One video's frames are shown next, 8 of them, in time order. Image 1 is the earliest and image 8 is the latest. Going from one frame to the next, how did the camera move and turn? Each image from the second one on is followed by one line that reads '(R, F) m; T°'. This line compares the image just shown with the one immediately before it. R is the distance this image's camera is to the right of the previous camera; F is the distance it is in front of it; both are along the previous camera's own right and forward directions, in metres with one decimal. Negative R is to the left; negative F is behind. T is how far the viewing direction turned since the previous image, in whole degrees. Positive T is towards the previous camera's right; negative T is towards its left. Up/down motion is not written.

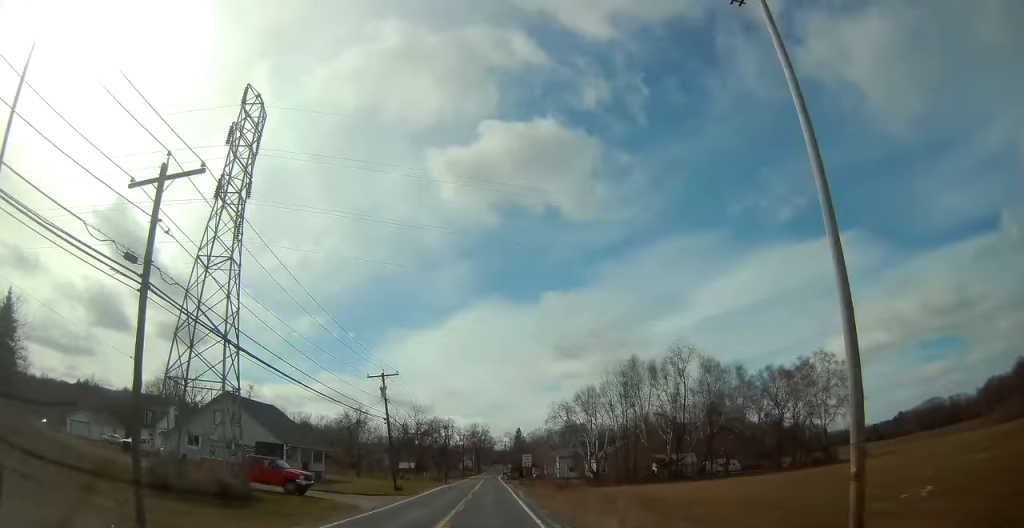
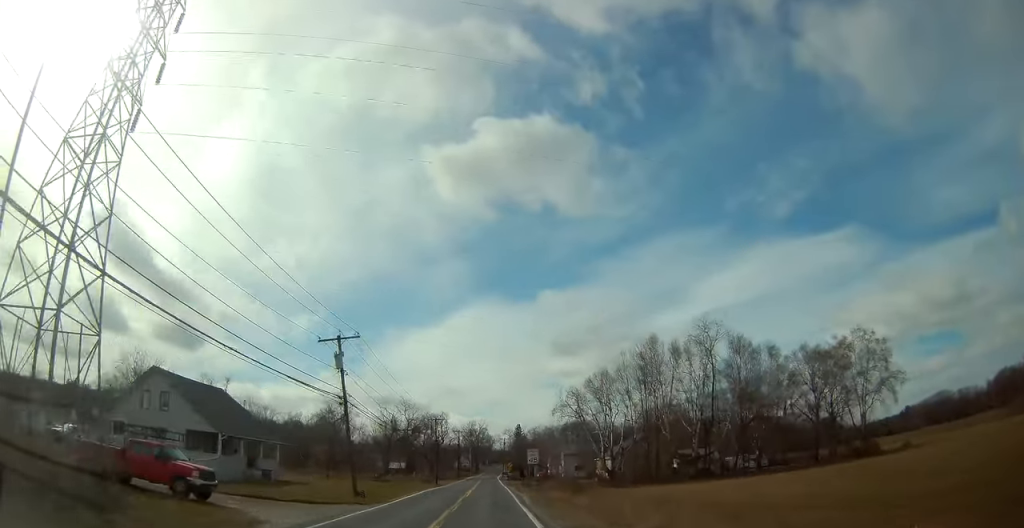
(0.0, +12.1) m; 0°
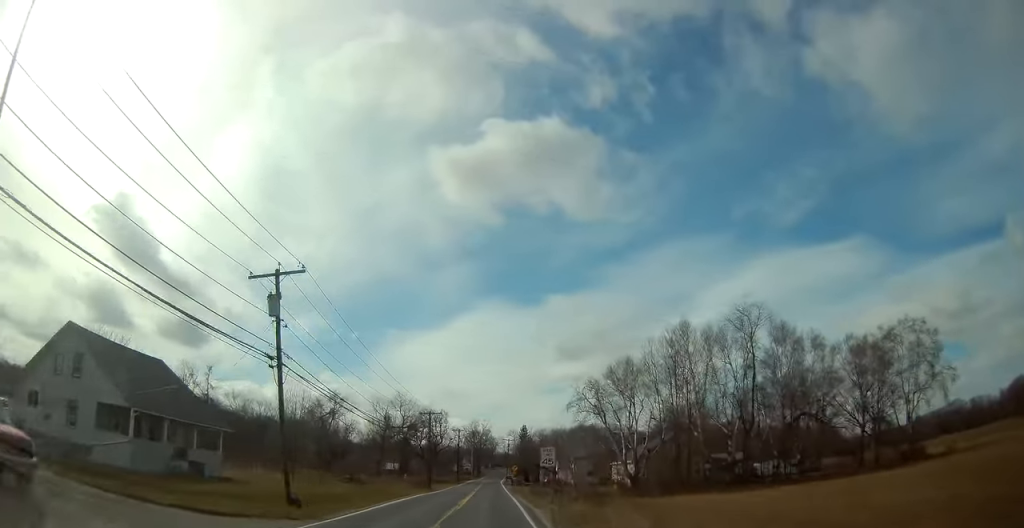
(+0.2, +10.8) m; +1°
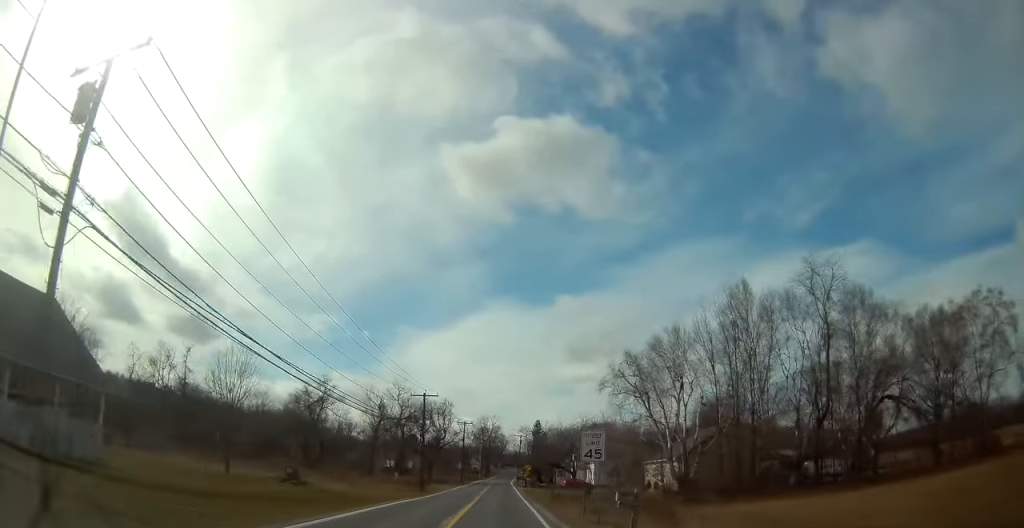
(0.0, +13.4) m; 0°
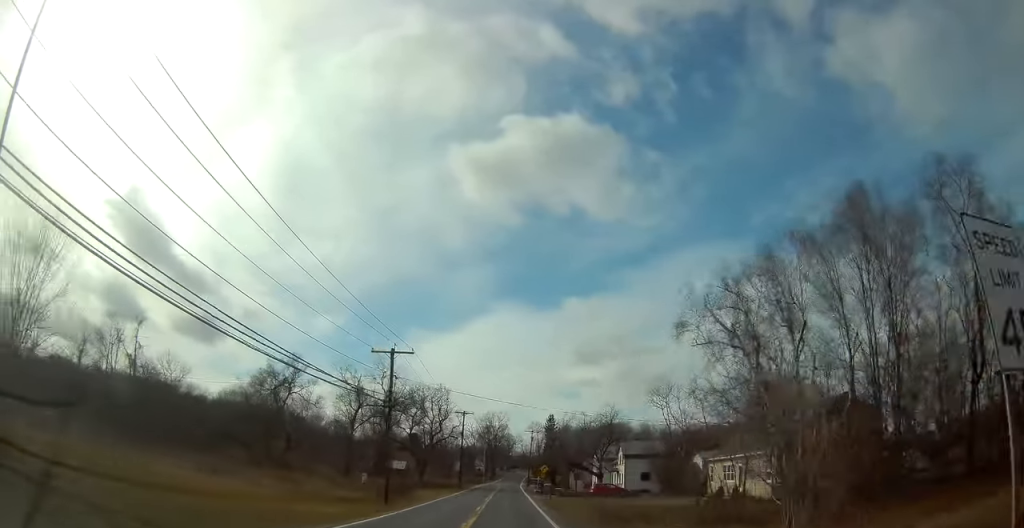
(0.0, +18.6) m; -1°
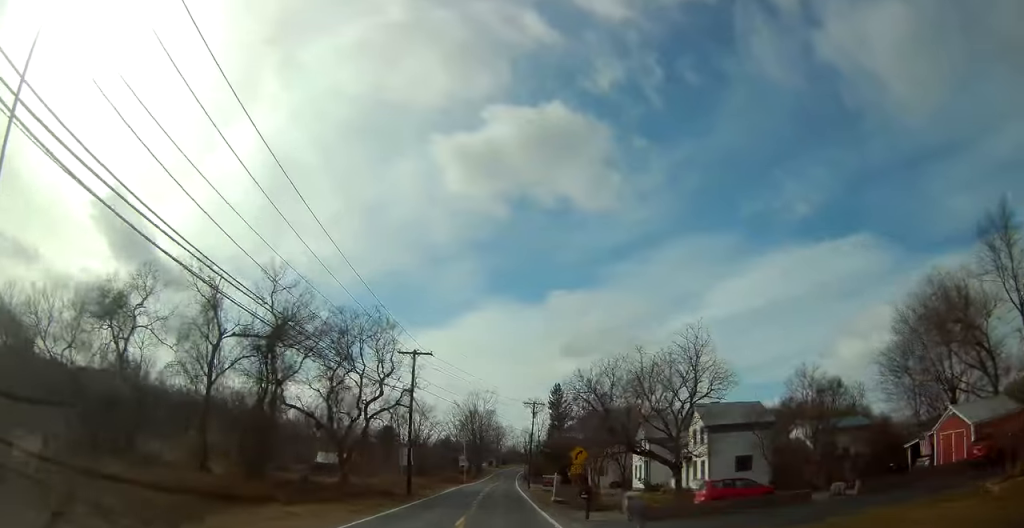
(-0.5, +35.2) m; 0°
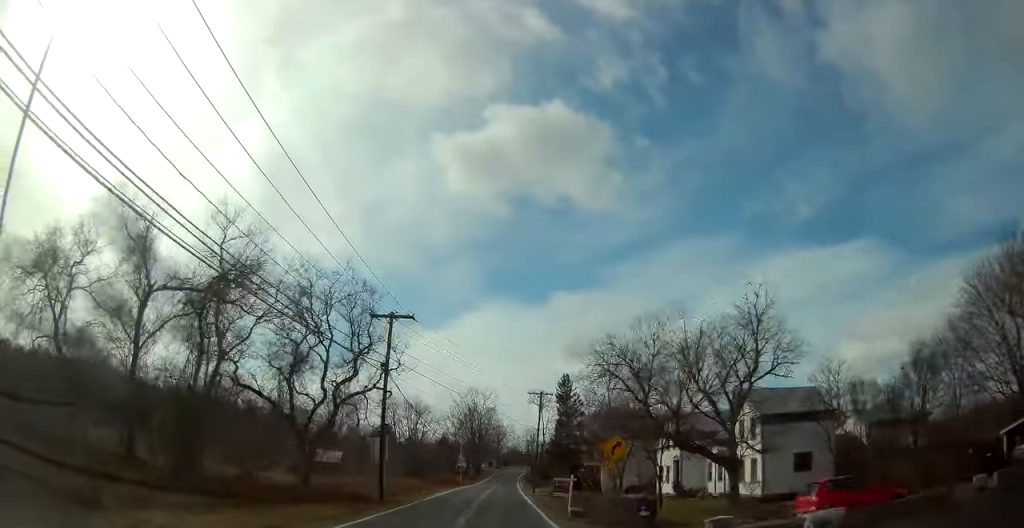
(+0.1, +9.4) m; +1°
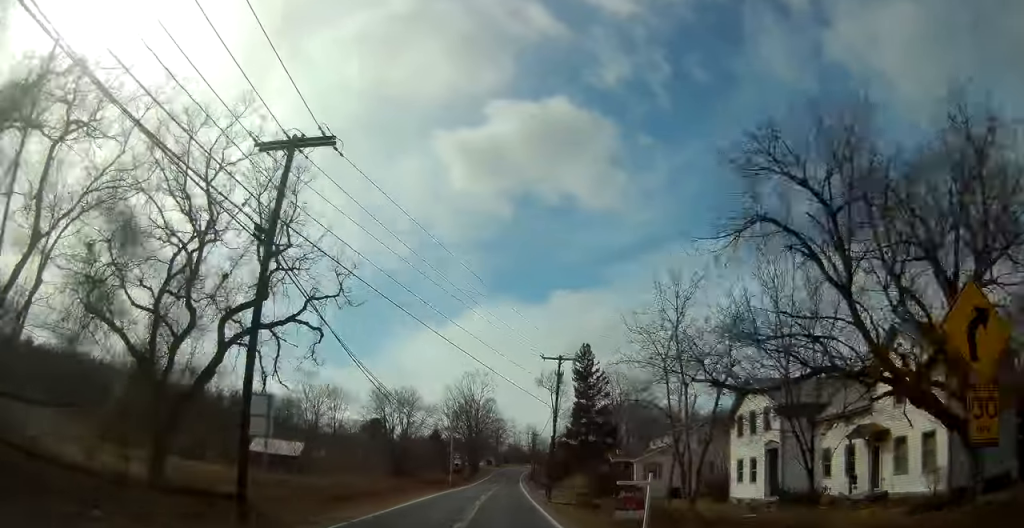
(+0.1, +16.7) m; 0°
